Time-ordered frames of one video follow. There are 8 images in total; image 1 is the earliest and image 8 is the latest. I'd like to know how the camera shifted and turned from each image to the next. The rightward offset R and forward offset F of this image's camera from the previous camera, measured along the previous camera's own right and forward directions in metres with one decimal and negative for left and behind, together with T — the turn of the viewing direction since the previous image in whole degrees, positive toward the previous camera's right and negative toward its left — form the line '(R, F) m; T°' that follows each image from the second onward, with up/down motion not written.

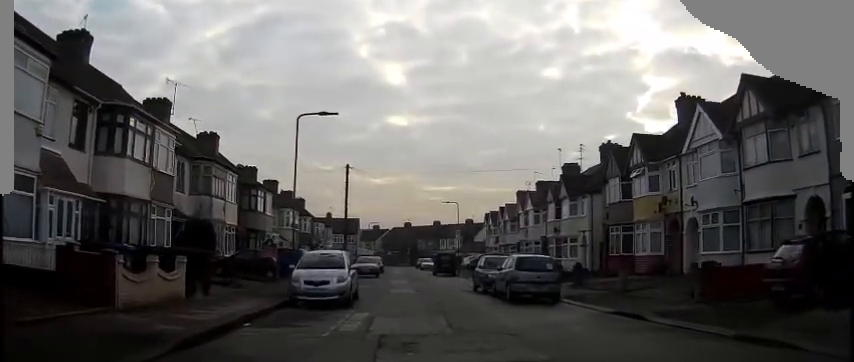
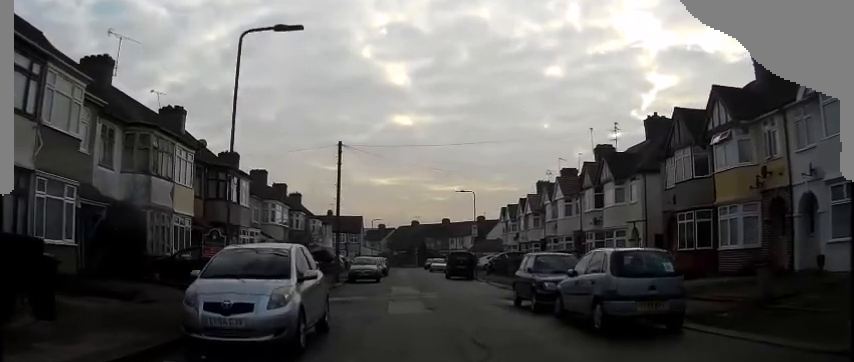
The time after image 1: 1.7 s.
(-0.3, +8.9) m; -4°
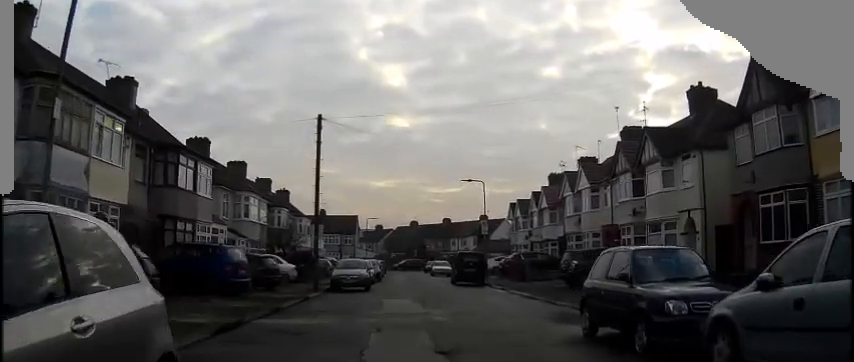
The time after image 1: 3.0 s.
(-0.2, +7.9) m; -1°
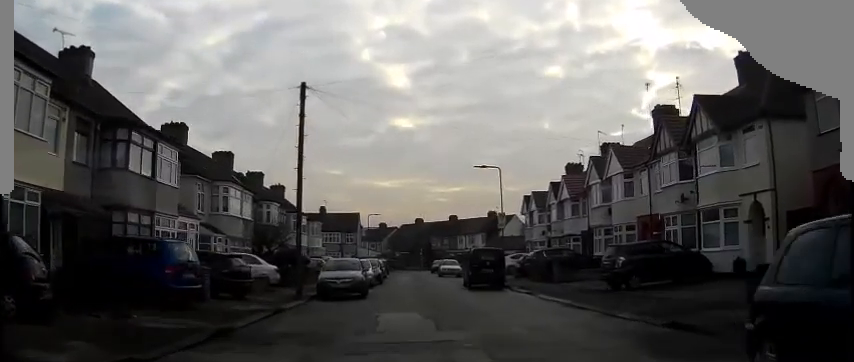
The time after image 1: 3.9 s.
(+0.1, +5.7) m; -1°
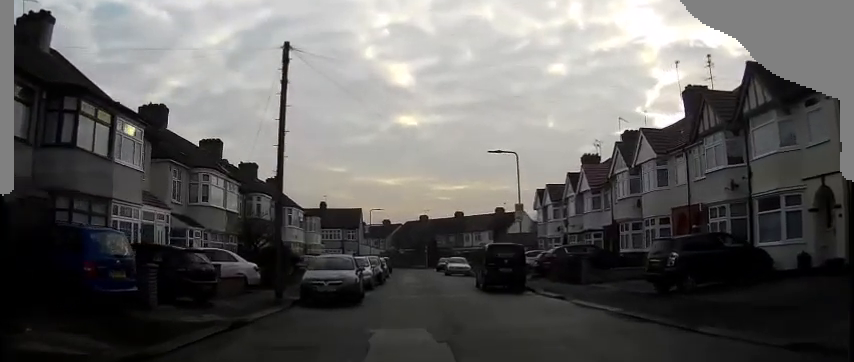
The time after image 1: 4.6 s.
(-0.1, +4.3) m; 0°
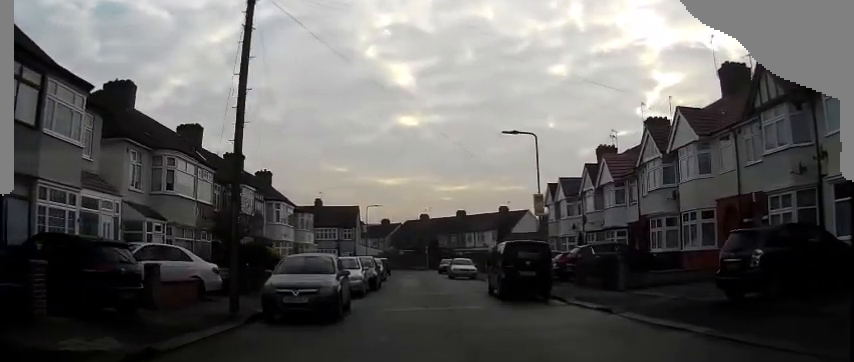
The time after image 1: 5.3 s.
(0.0, +4.7) m; +1°
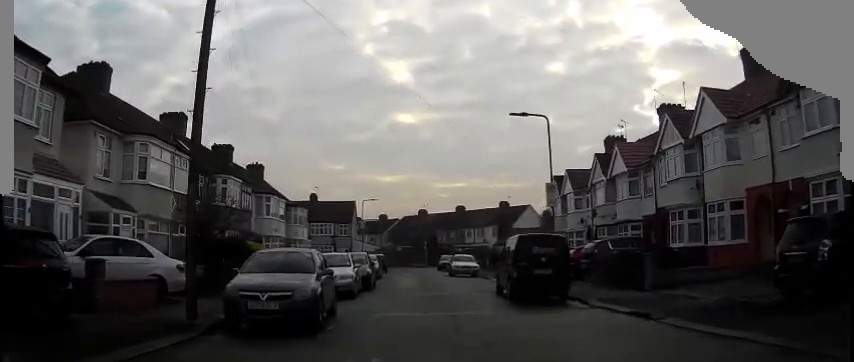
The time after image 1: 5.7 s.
(+0.1, +2.8) m; +1°
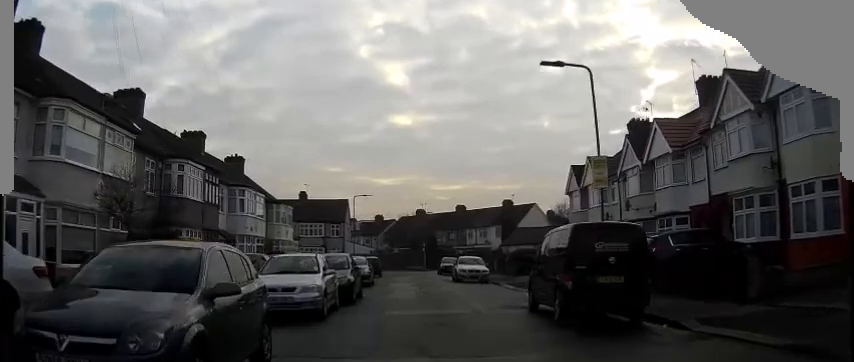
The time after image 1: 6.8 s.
(0.0, +6.5) m; 0°
